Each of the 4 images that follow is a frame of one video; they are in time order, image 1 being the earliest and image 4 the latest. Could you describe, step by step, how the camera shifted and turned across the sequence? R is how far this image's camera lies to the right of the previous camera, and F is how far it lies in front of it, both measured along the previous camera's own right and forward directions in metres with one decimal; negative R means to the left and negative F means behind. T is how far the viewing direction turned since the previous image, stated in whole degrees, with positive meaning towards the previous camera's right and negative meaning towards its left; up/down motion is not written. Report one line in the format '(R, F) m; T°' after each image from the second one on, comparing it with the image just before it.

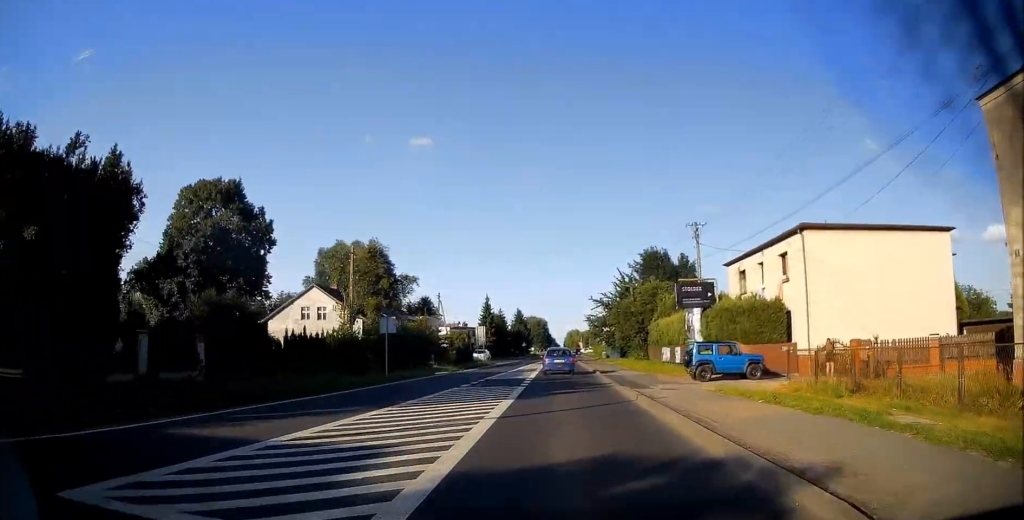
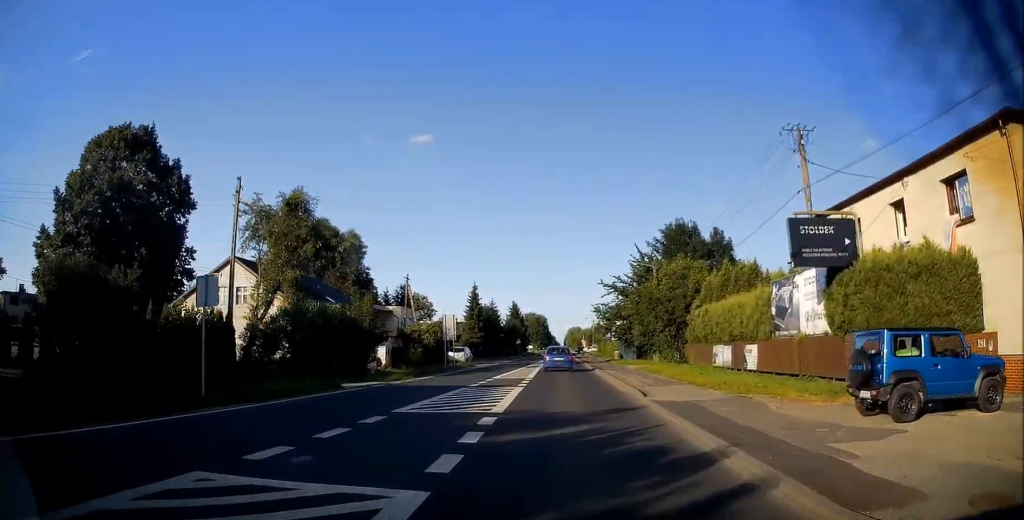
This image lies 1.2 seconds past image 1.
(0.0, +15.7) m; 0°
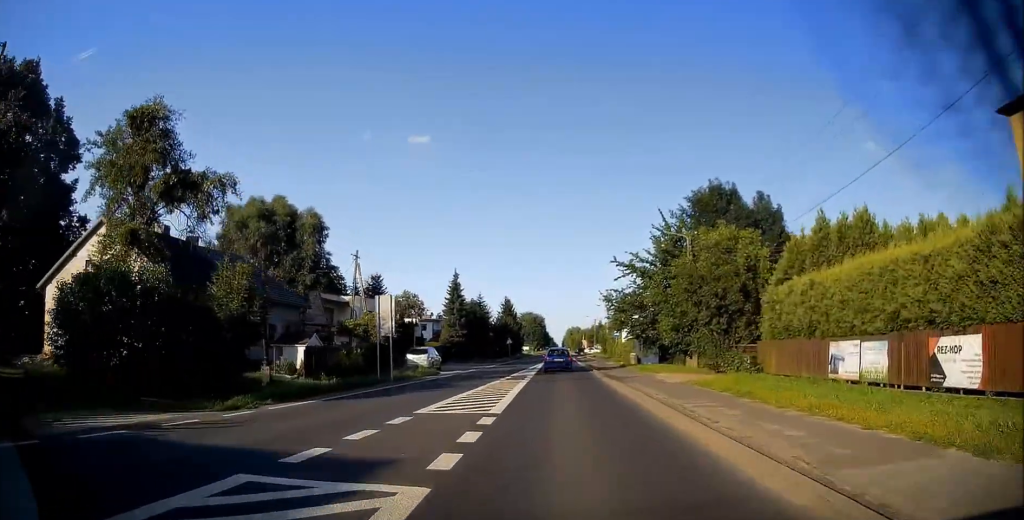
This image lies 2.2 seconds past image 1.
(+0.1, +14.4) m; -1°
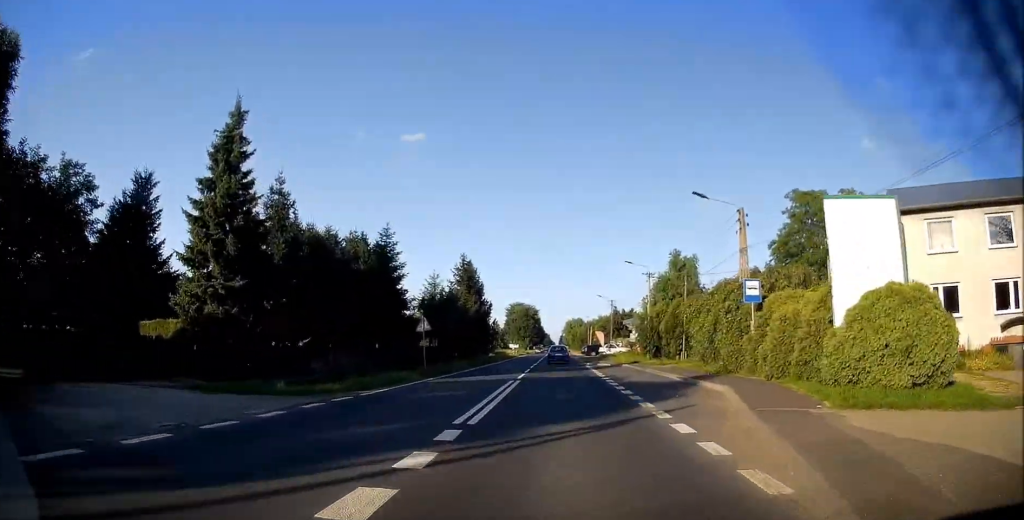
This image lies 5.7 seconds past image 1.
(+0.2, +50.4) m; +1°
